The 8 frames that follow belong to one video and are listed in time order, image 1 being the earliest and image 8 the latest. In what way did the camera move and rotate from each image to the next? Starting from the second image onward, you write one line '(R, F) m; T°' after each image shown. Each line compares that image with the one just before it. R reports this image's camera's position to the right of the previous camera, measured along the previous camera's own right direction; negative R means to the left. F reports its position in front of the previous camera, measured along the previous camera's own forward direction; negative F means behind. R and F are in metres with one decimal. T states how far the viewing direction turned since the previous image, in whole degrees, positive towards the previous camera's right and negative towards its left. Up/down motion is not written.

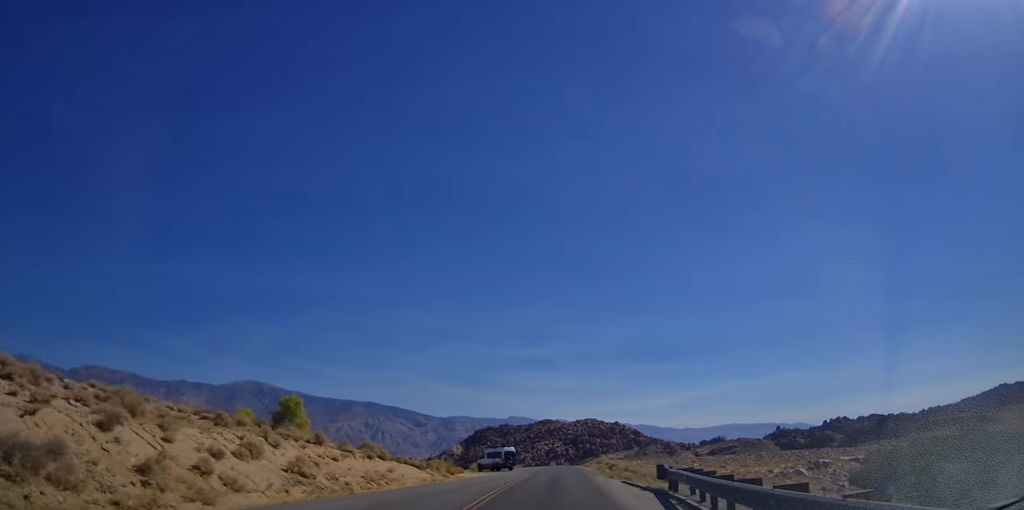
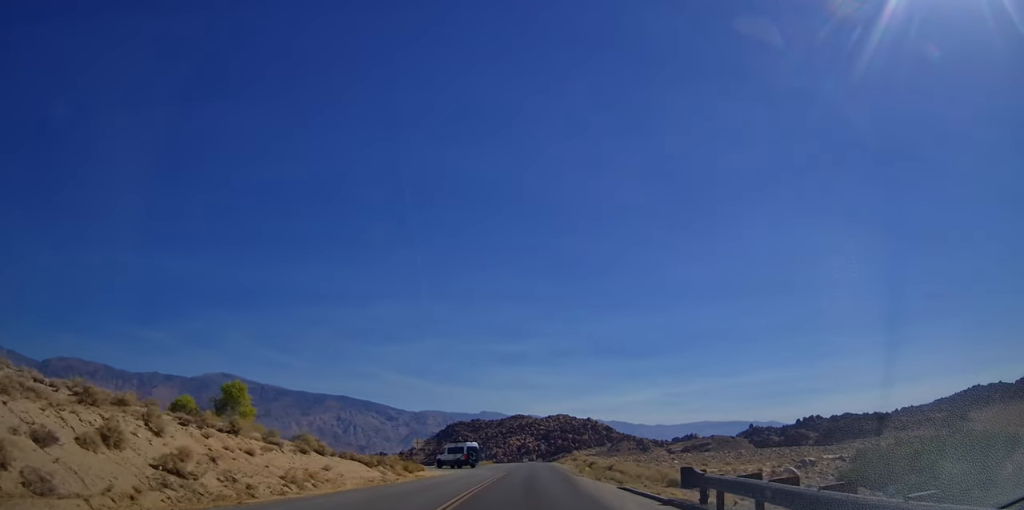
(0.0, +6.9) m; +4°
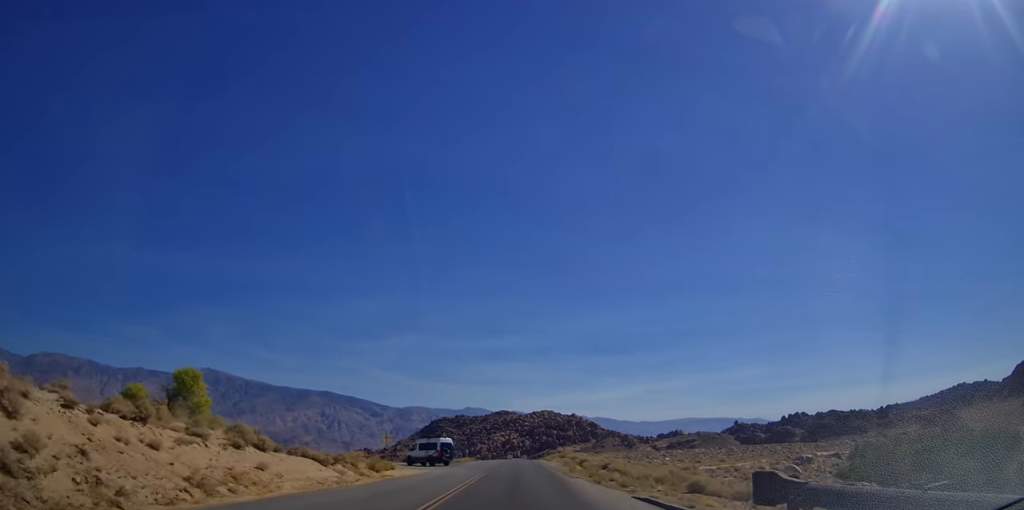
(+0.5, +5.7) m; +3°
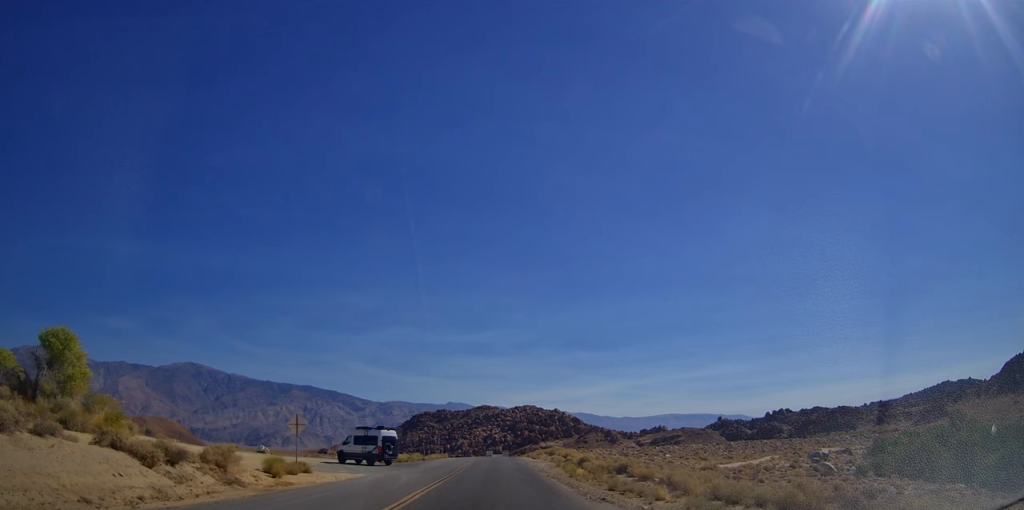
(+0.6, +14.6) m; +4°
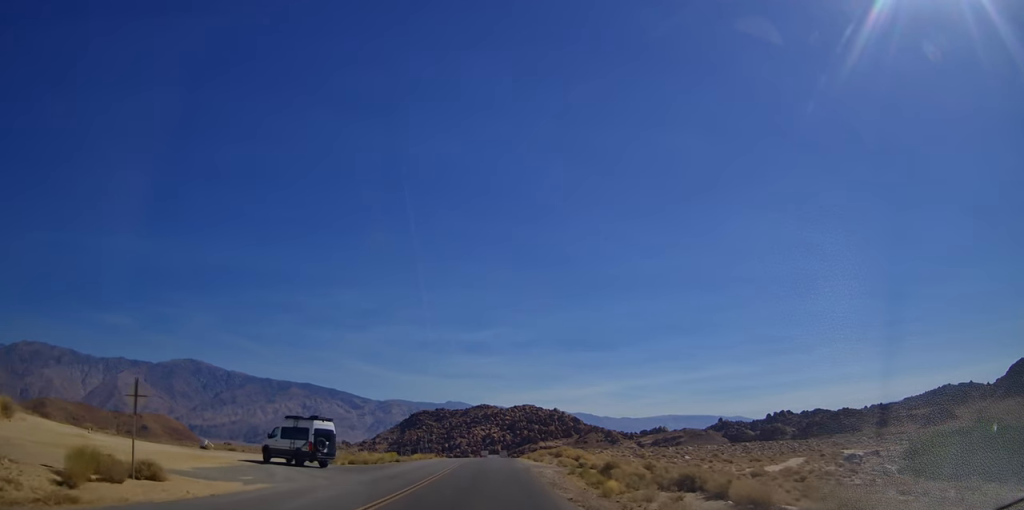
(+0.2, +13.1) m; -1°
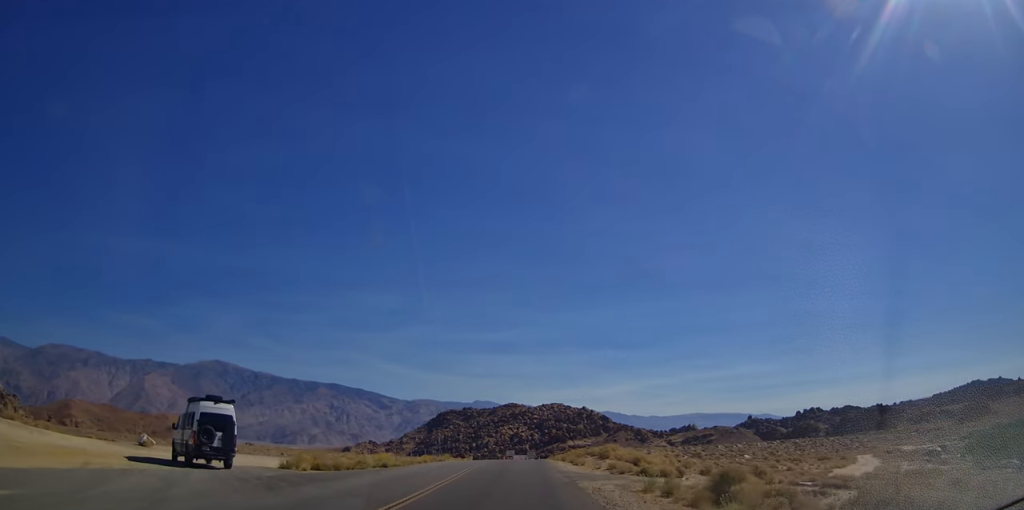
(+0.3, +15.1) m; +2°
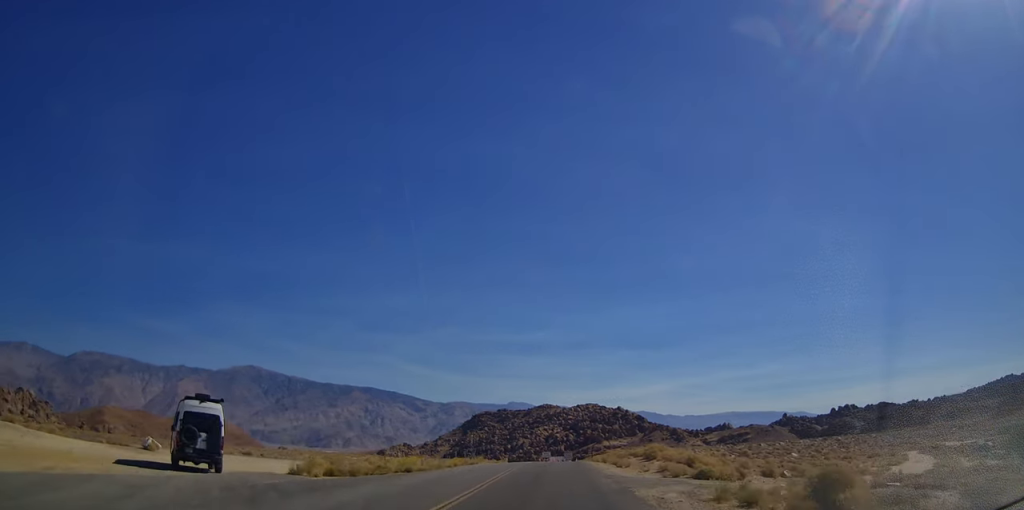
(-0.2, +4.2) m; -6°
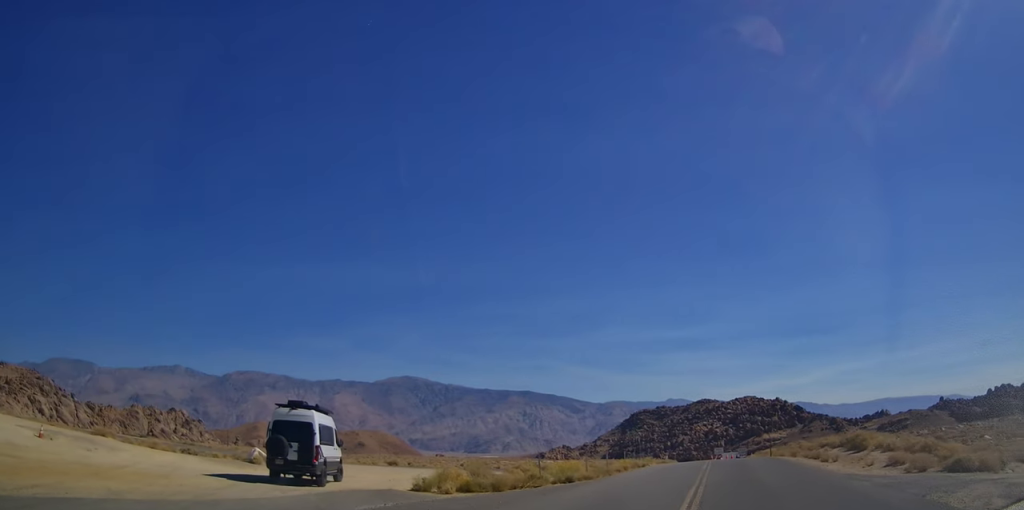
(-1.0, +7.0) m; -17°
